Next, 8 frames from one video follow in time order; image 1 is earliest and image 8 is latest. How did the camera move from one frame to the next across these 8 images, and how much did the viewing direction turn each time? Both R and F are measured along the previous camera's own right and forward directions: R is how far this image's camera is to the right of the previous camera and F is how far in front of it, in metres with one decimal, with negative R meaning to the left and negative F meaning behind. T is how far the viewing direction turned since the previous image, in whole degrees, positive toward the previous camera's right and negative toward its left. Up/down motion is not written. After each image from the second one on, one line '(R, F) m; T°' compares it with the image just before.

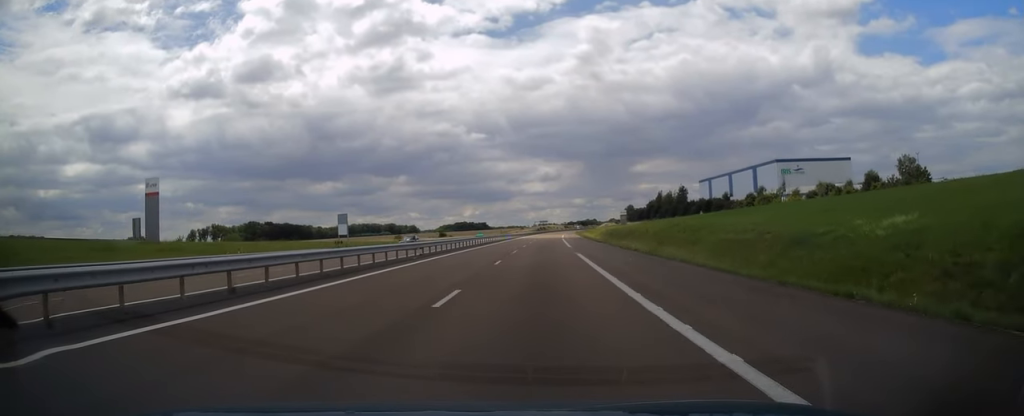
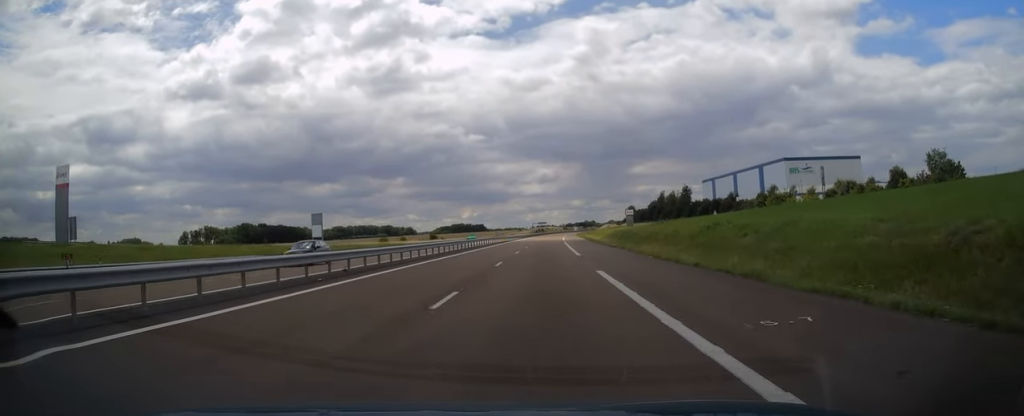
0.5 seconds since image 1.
(0.0, +13.2) m; 0°
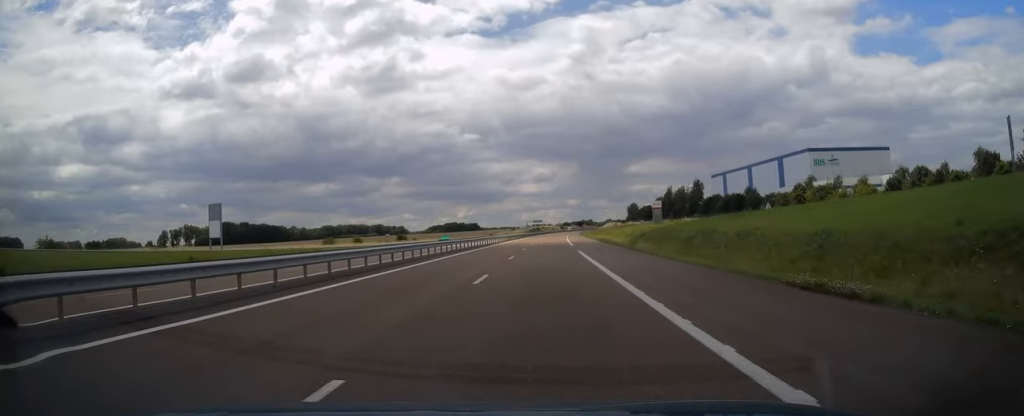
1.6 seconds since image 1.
(+0.2, +34.3) m; 0°
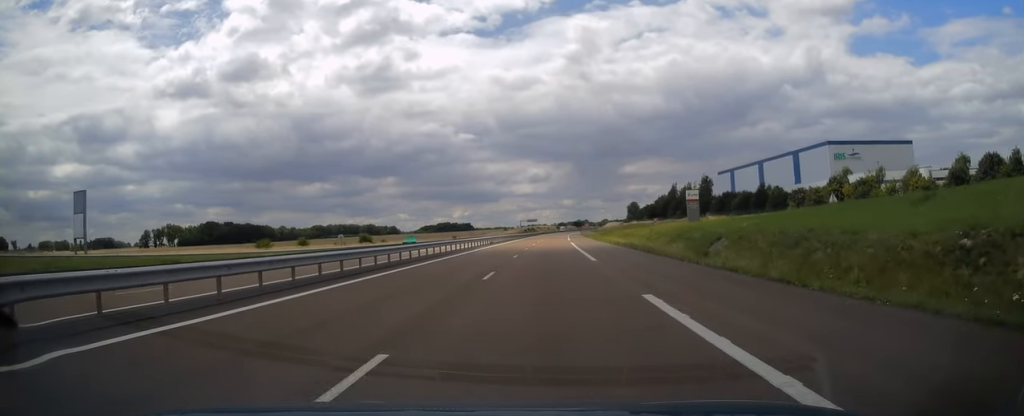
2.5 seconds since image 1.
(0.0, +25.0) m; 0°
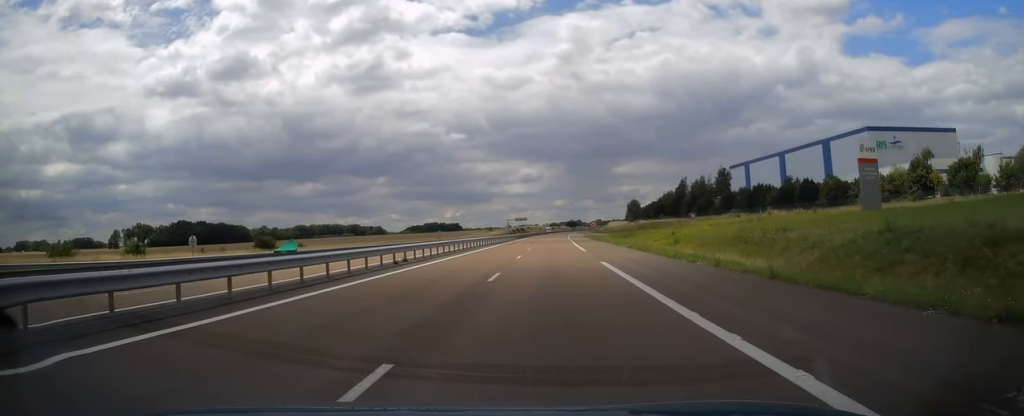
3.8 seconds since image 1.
(+0.1, +39.8) m; +1°
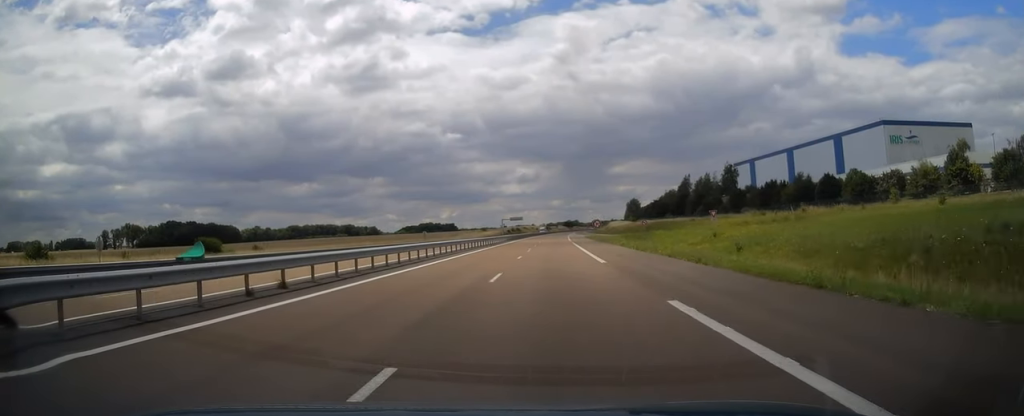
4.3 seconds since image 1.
(0.0, +13.3) m; 0°
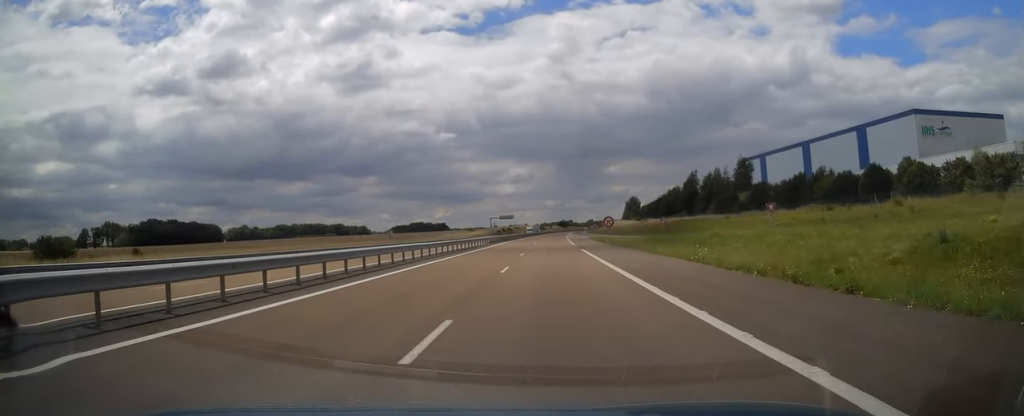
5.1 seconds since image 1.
(+0.2, +23.1) m; +1°
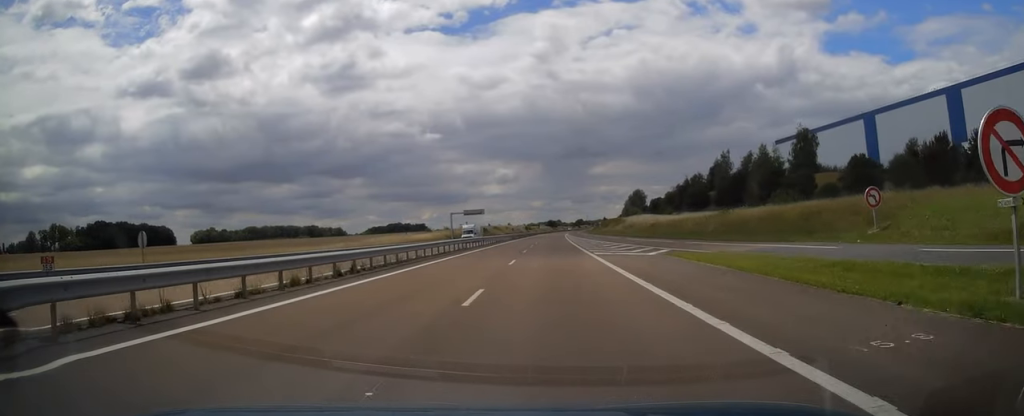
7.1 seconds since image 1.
(+0.6, +61.0) m; +1°
